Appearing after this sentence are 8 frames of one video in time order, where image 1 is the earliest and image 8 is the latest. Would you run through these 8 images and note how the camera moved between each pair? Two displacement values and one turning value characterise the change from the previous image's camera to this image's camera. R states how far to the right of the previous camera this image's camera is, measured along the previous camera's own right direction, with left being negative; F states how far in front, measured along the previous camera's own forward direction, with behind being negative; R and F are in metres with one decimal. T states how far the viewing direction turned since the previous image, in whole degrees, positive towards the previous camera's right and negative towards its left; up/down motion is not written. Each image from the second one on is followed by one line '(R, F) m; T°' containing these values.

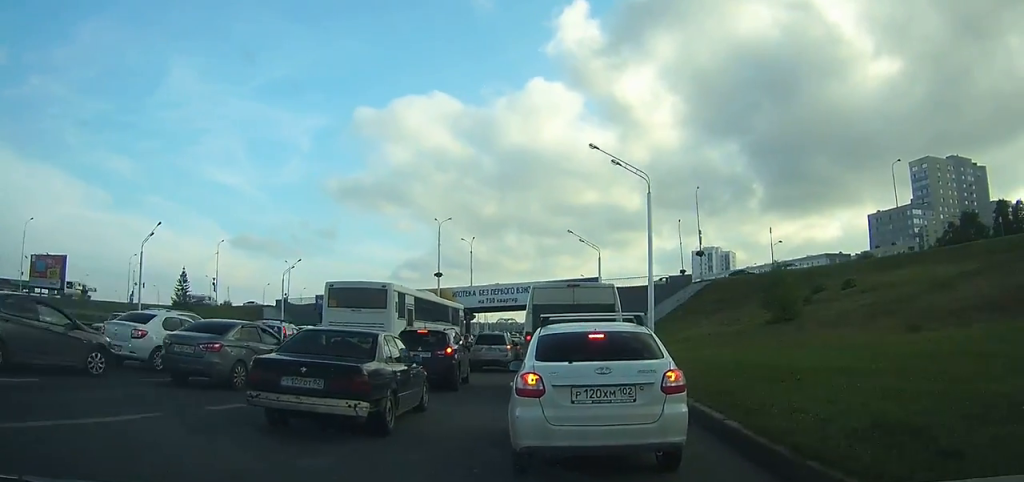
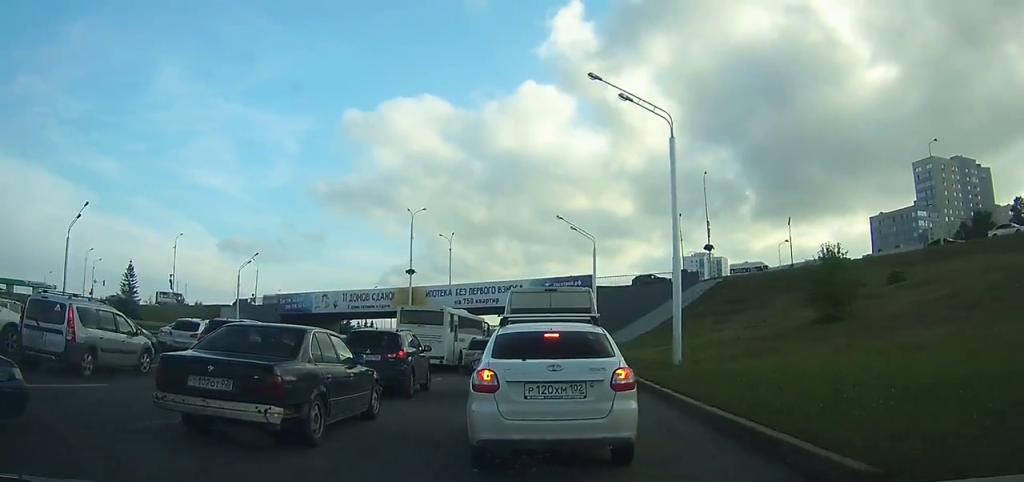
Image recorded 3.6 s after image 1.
(+0.2, +11.0) m; +3°
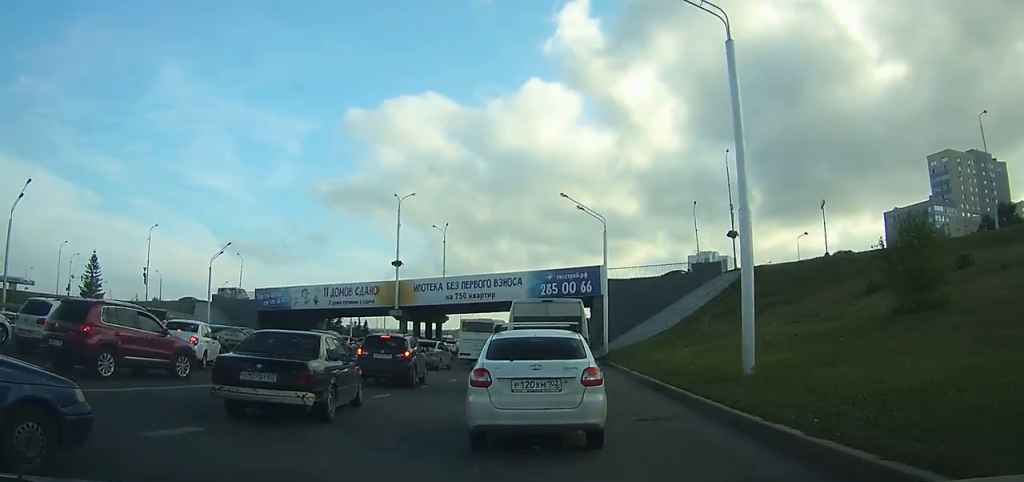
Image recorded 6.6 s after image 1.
(+0.3, +9.8) m; 0°
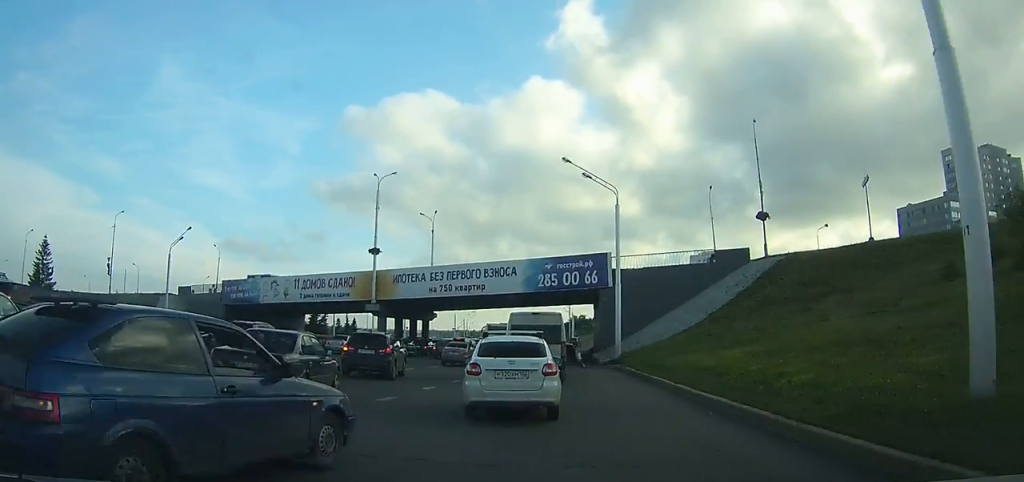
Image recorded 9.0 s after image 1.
(-0.1, +9.4) m; -3°
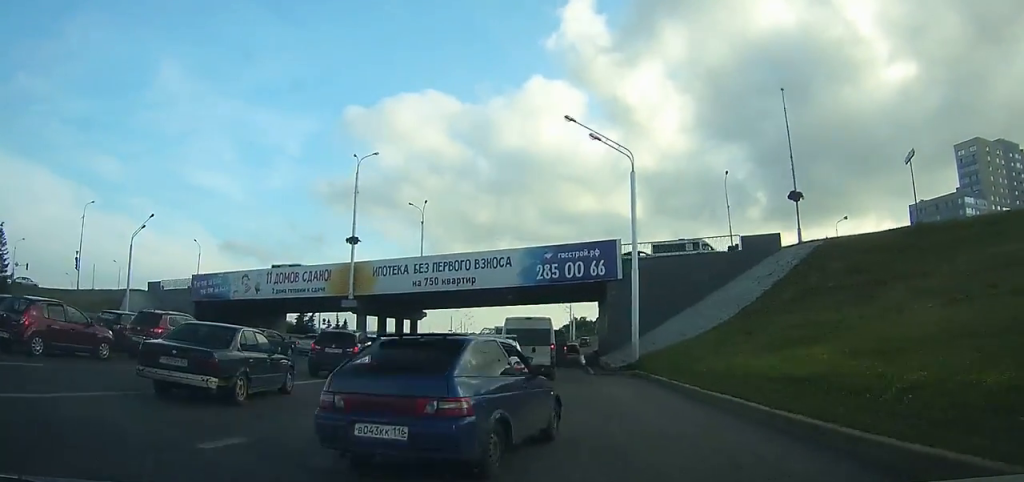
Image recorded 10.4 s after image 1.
(-0.2, +7.0) m; 0°
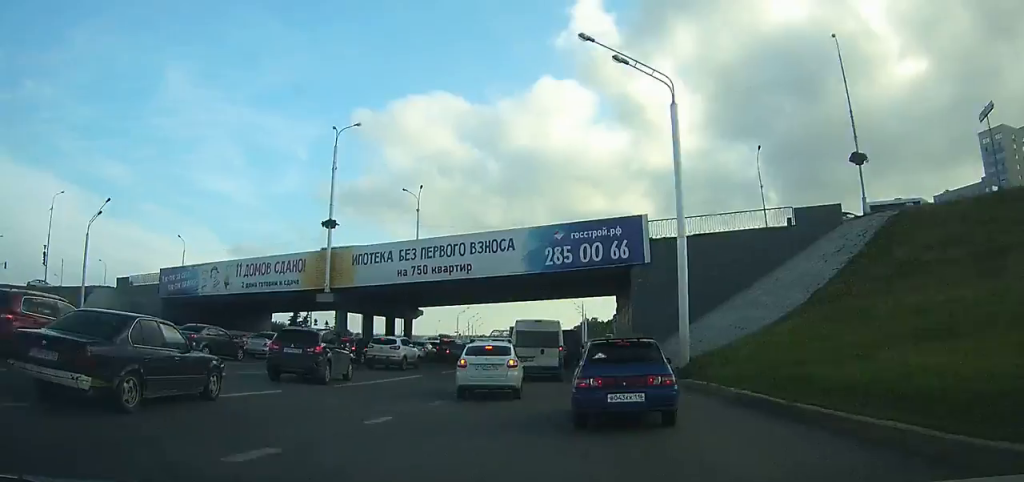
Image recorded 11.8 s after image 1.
(-0.3, +7.1) m; 0°
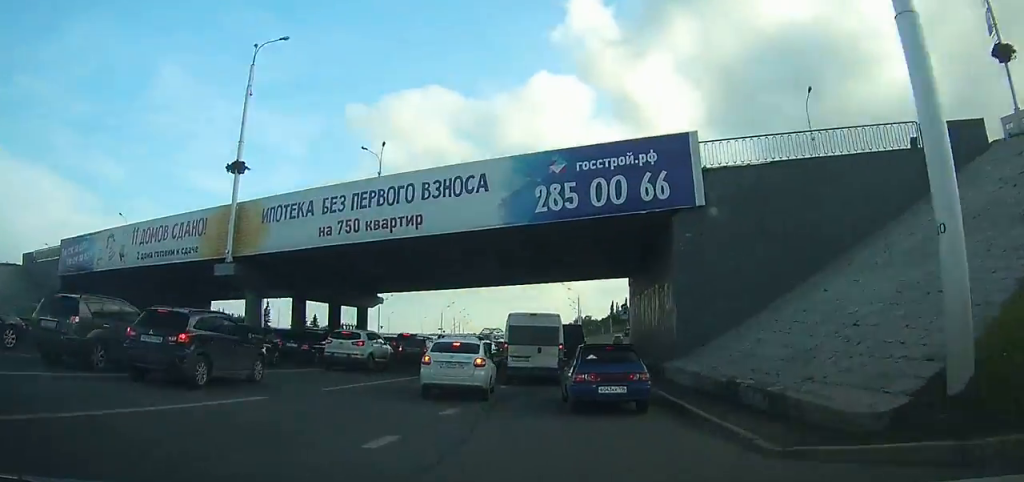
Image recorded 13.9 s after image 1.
(+0.3, +12.8) m; +2°
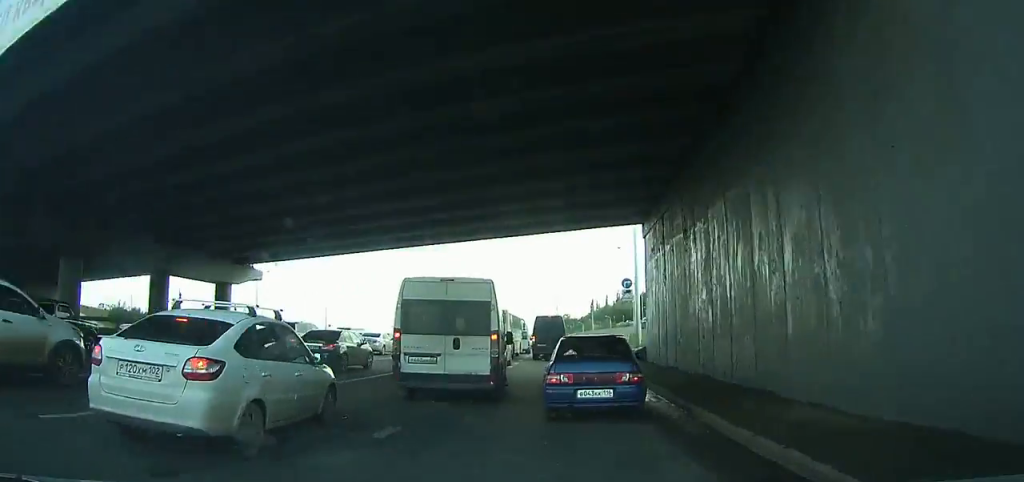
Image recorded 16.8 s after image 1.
(+0.4, +20.0) m; +2°
